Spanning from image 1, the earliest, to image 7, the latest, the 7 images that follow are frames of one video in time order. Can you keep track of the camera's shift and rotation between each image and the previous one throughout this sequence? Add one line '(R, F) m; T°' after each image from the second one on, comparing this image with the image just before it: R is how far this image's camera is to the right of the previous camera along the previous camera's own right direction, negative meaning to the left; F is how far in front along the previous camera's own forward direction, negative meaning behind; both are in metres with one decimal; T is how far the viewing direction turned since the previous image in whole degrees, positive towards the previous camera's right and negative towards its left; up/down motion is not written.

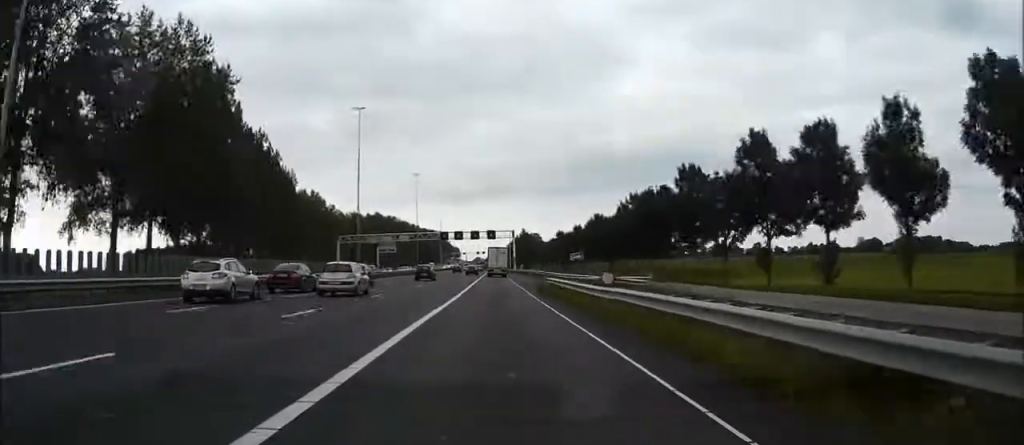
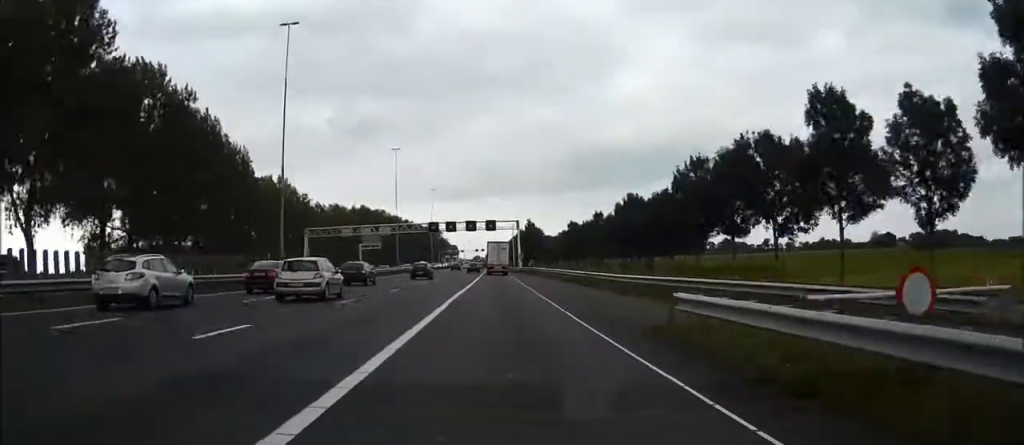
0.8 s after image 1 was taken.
(0.0, +28.7) m; 0°
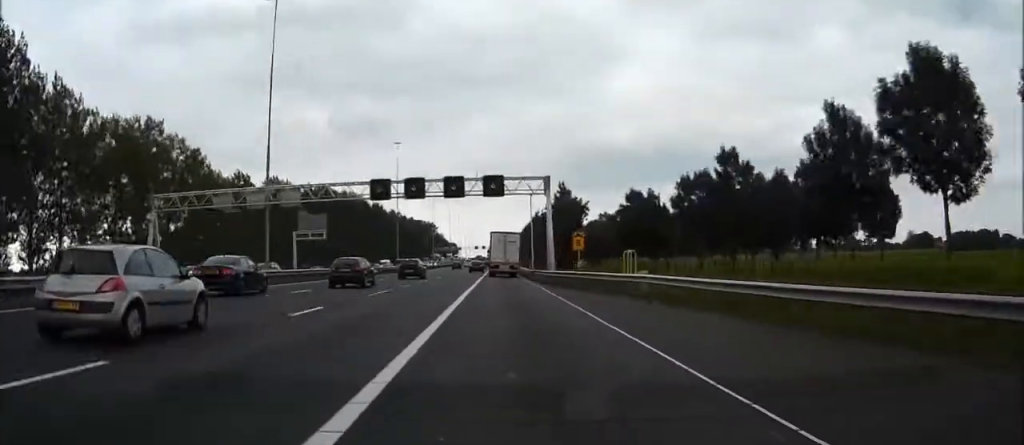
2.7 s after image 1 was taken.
(-0.1, +64.2) m; 0°
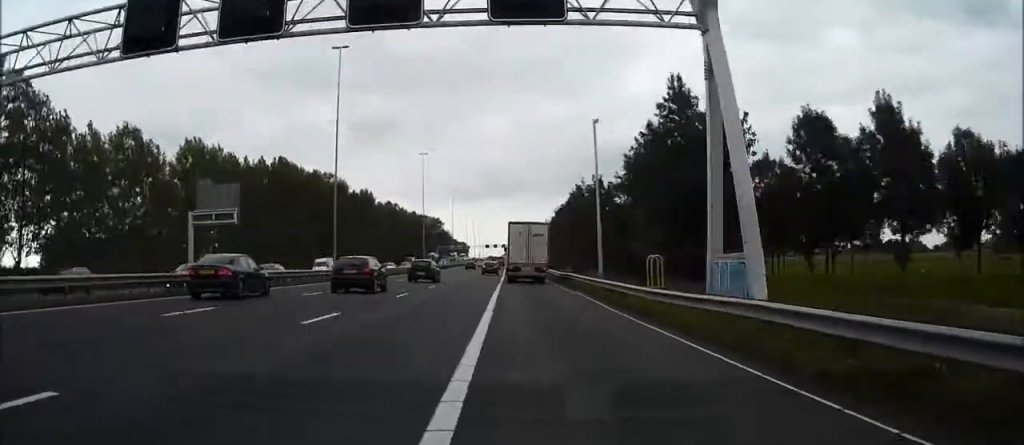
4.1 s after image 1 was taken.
(-0.2, +48.5) m; 0°
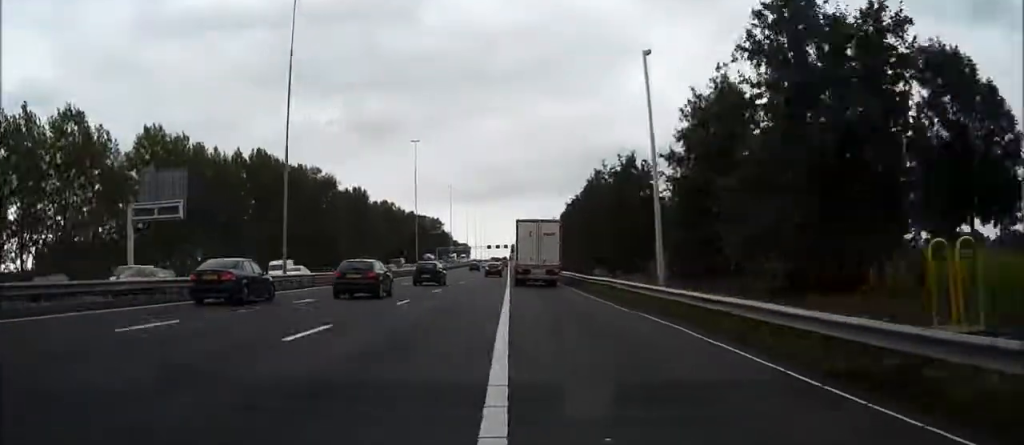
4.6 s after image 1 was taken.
(0.0, +14.5) m; 0°
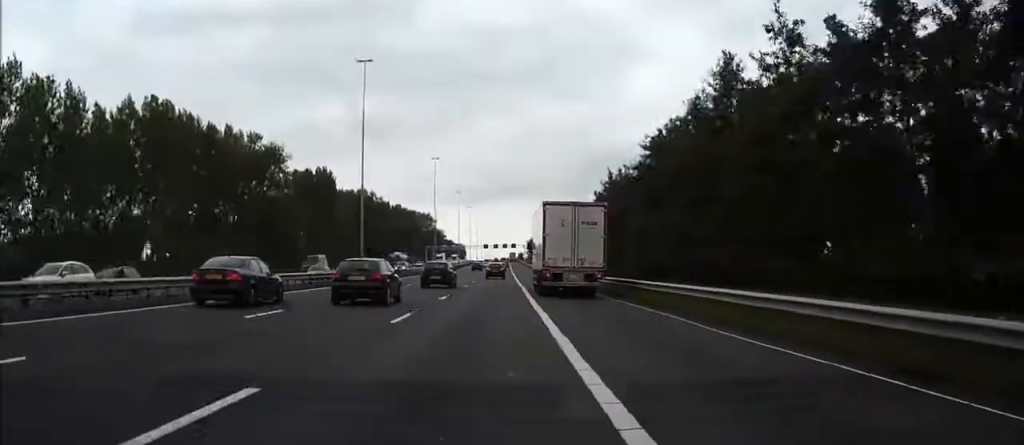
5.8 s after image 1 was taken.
(+0.3, +41.8) m; +1°
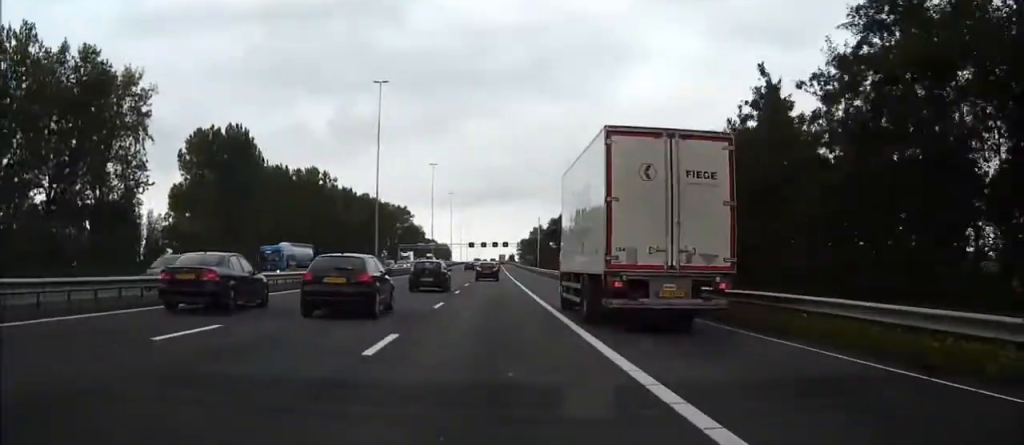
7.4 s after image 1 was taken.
(+0.3, +51.6) m; 0°
